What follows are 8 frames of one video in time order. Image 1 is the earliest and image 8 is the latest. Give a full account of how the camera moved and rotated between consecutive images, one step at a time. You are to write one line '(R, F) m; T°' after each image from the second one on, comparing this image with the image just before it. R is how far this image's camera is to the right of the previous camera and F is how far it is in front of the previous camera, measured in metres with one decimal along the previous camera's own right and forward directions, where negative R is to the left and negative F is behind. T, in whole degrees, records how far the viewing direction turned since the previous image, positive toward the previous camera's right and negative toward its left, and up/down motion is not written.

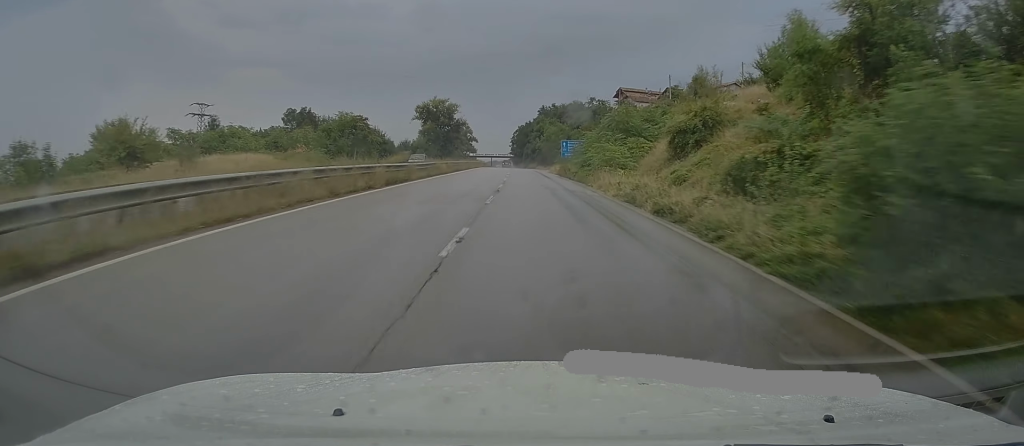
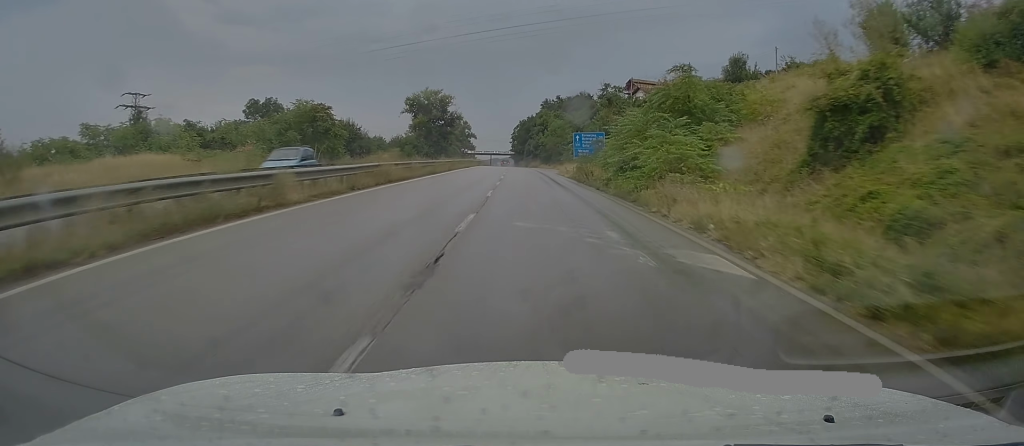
(0.0, +15.6) m; 0°
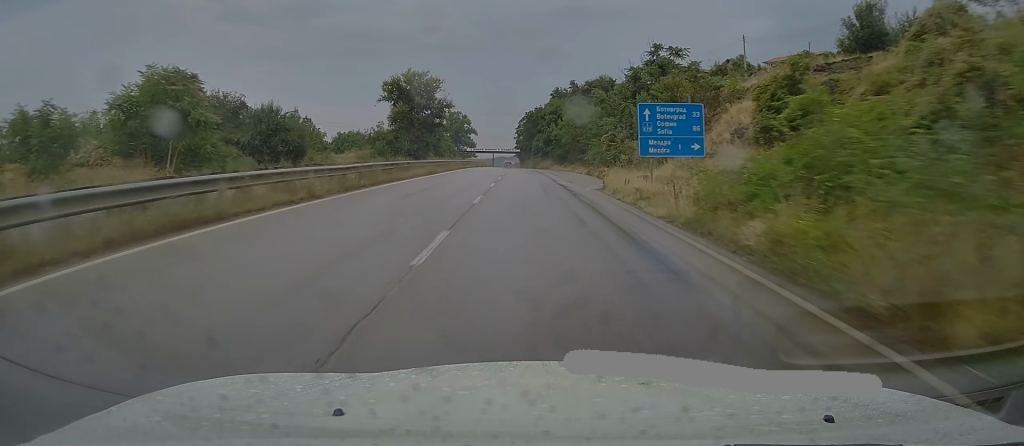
(0.0, +28.0) m; 0°
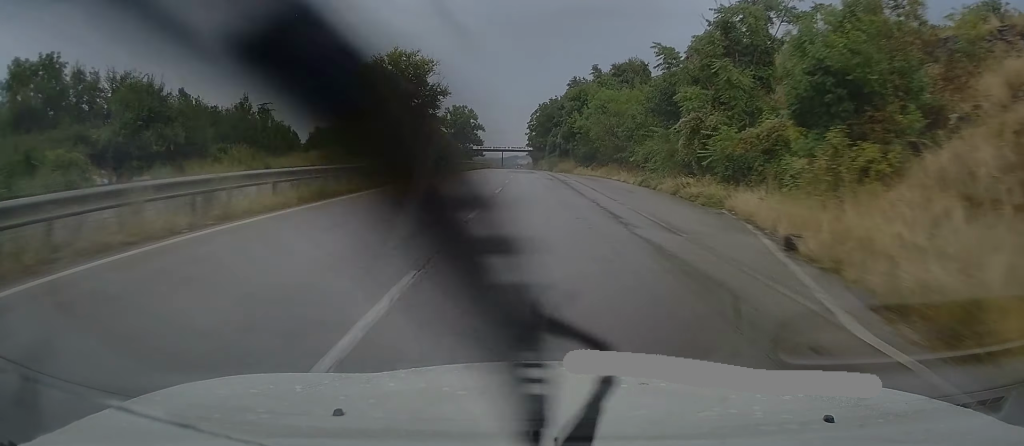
(-0.1, +21.3) m; 0°
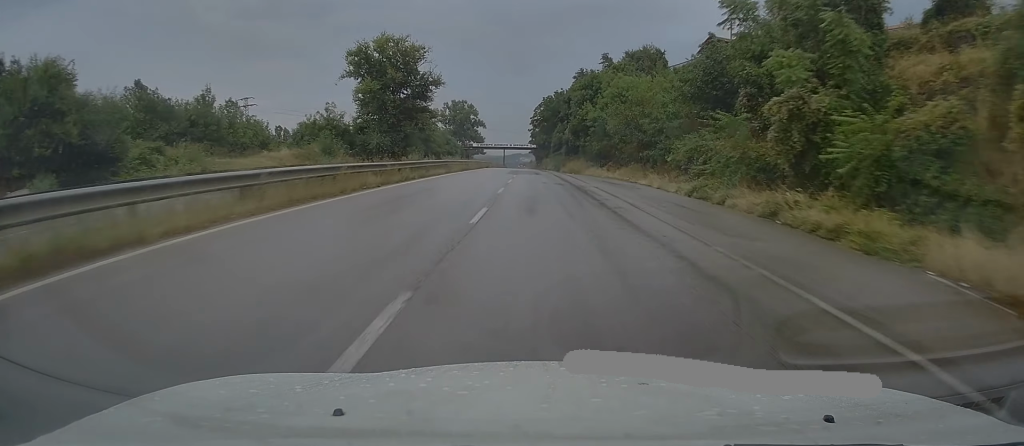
(0.0, +10.1) m; 0°
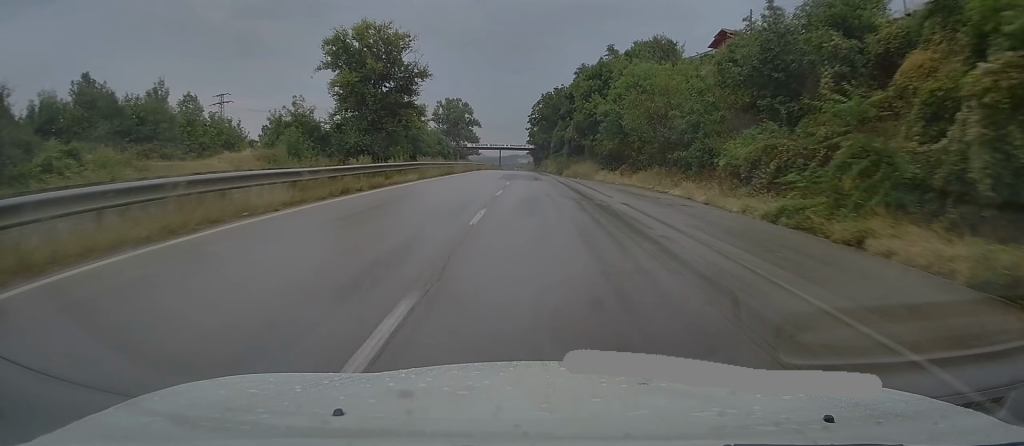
(0.0, +8.9) m; 0°
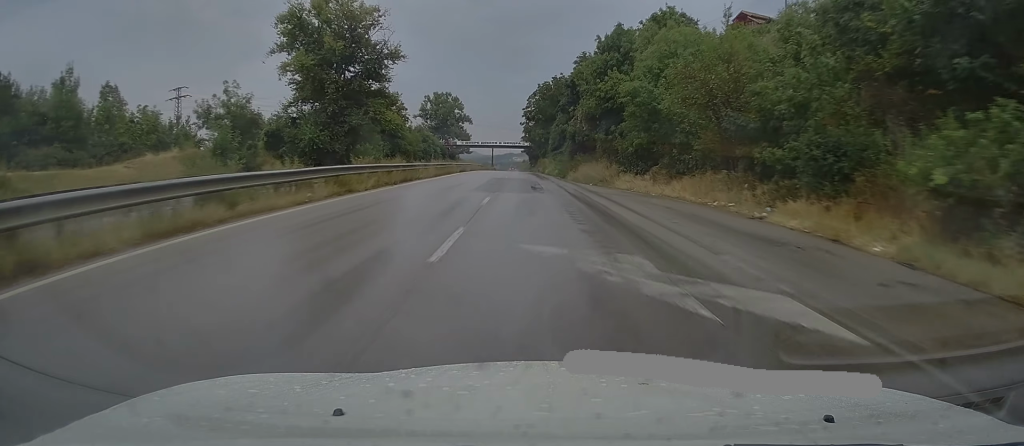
(0.0, +12.7) m; 0°
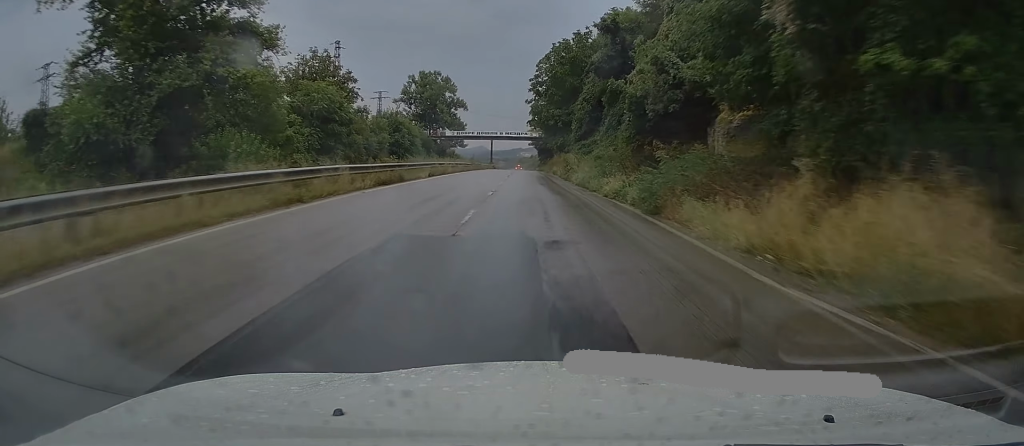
(-0.1, +31.2) m; 0°
